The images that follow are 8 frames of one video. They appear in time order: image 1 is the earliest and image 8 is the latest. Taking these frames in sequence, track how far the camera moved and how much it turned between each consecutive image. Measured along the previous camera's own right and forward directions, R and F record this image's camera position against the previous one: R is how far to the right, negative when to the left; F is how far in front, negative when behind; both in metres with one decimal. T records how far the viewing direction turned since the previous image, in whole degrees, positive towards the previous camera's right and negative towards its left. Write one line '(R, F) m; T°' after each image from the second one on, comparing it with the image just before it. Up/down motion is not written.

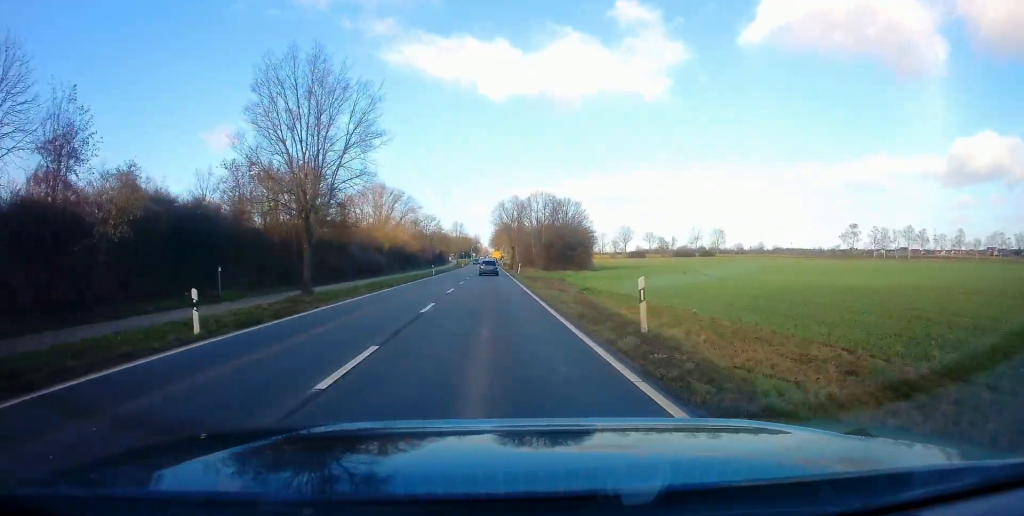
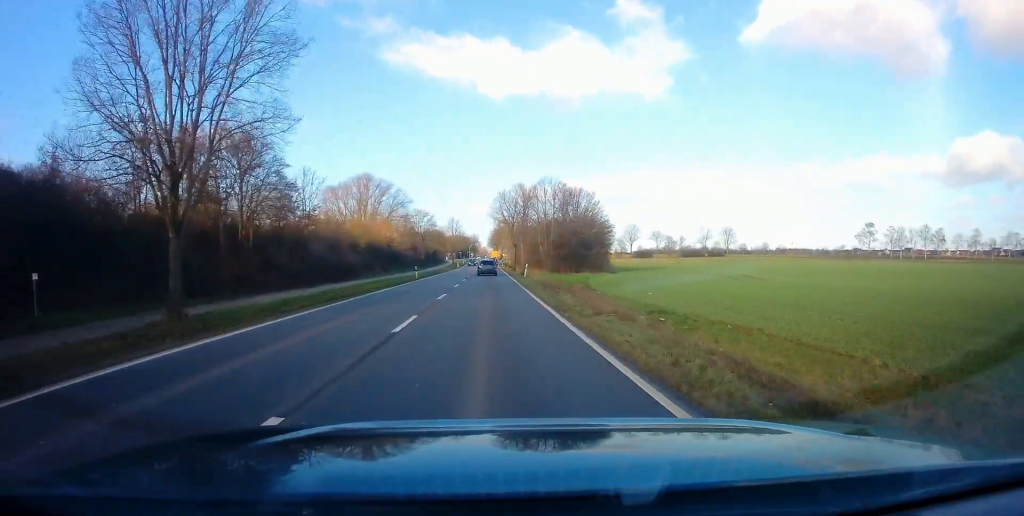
(-0.1, +13.0) m; 0°
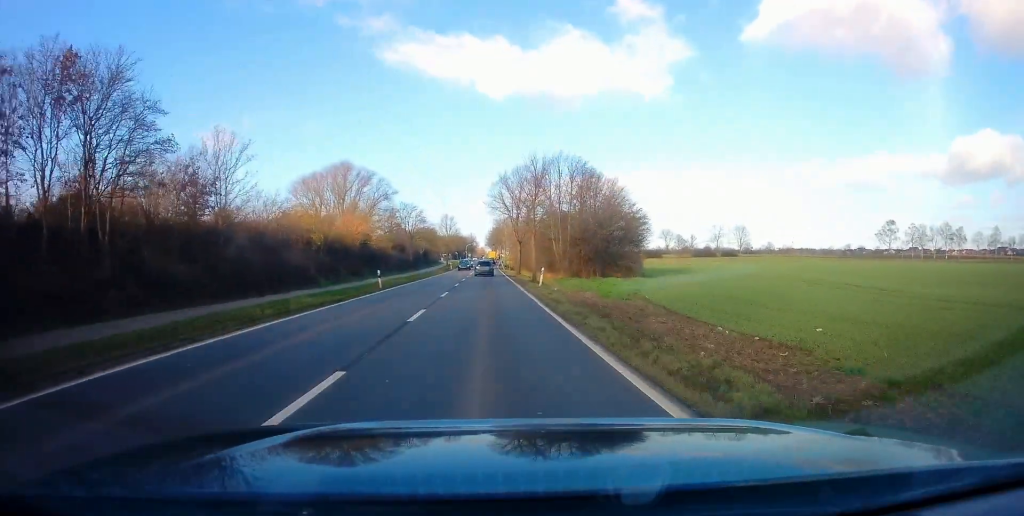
(+0.1, +15.6) m; +1°
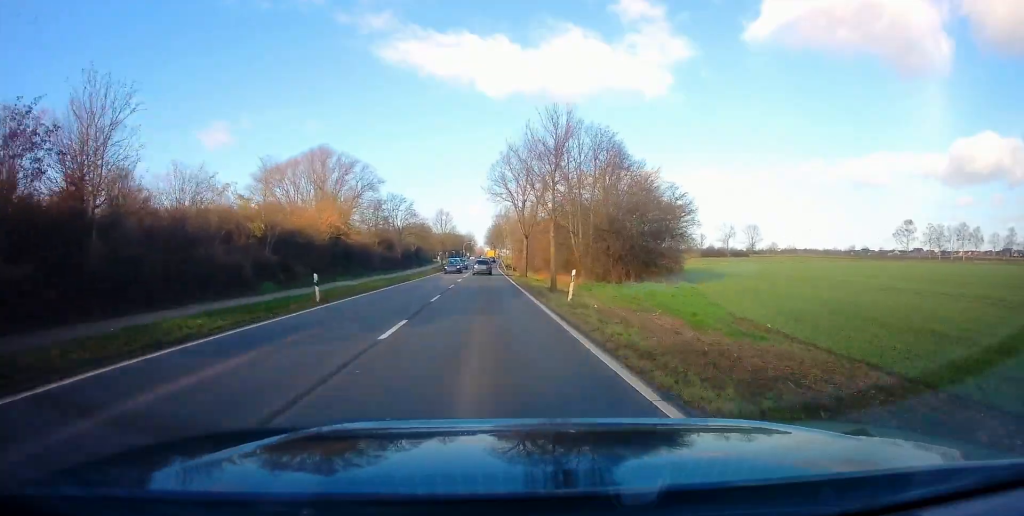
(+0.2, +12.0) m; 0°
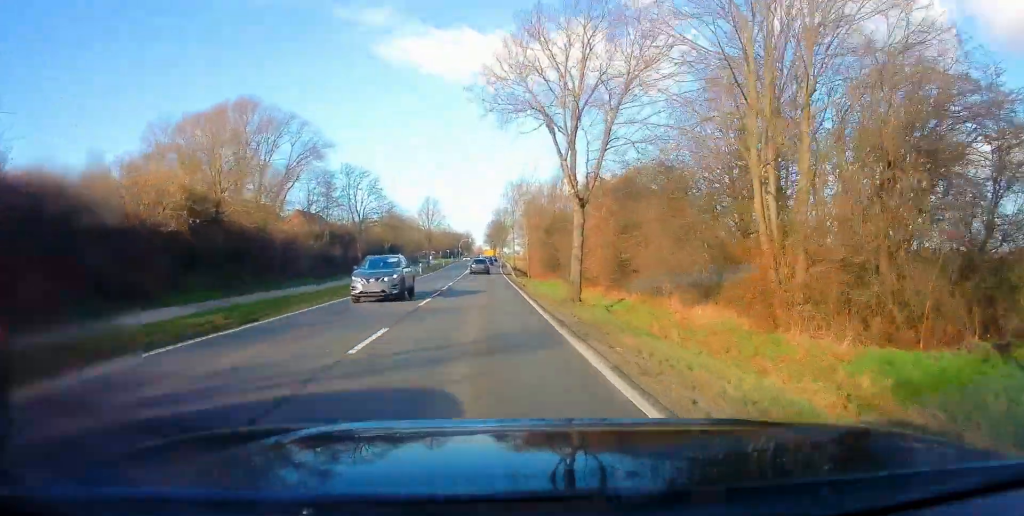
(+0.1, +28.4) m; 0°
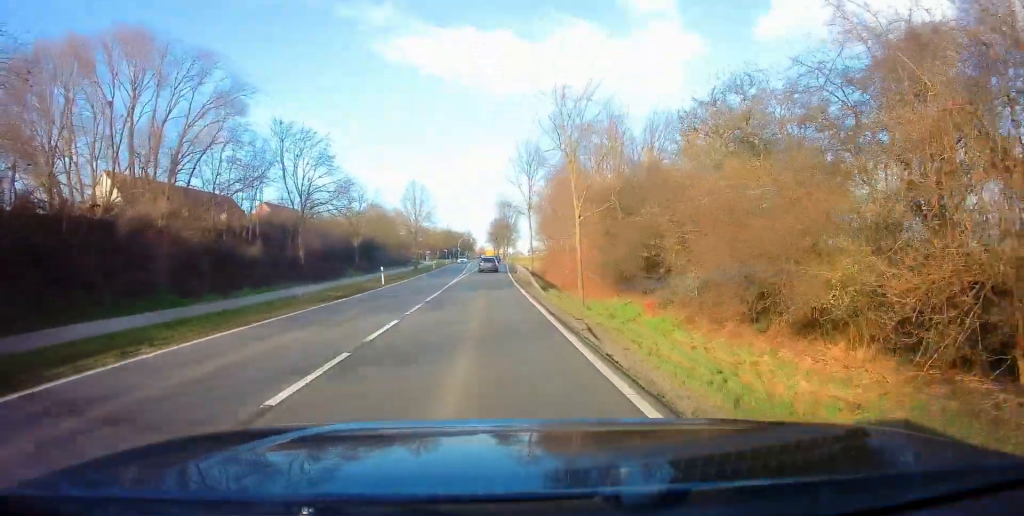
(-0.2, +21.1) m; -1°
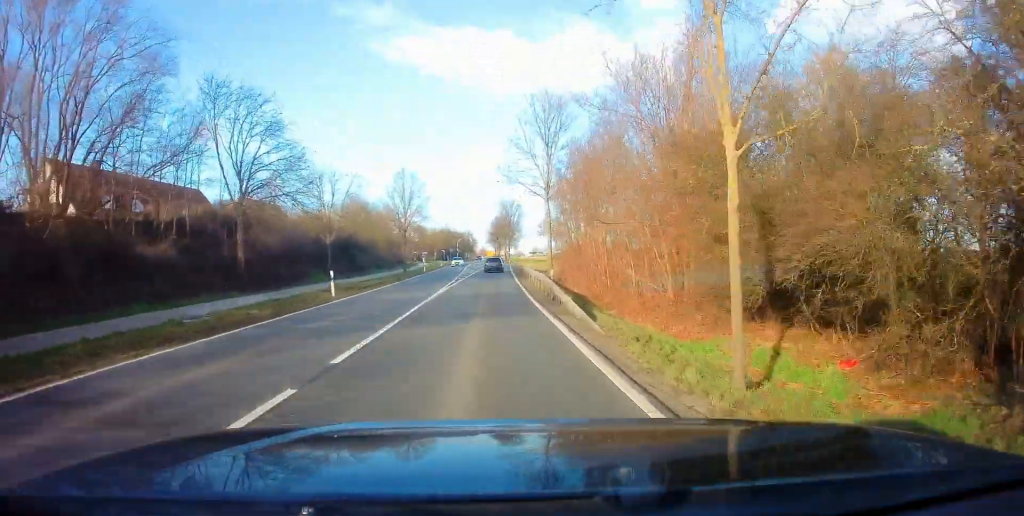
(-0.1, +11.3) m; 0°
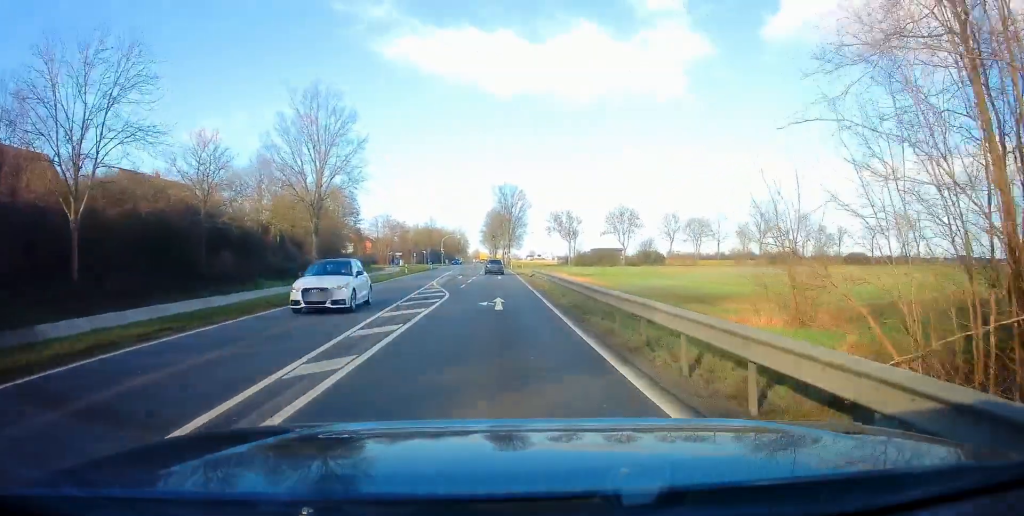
(+0.7, +34.3) m; +2°
